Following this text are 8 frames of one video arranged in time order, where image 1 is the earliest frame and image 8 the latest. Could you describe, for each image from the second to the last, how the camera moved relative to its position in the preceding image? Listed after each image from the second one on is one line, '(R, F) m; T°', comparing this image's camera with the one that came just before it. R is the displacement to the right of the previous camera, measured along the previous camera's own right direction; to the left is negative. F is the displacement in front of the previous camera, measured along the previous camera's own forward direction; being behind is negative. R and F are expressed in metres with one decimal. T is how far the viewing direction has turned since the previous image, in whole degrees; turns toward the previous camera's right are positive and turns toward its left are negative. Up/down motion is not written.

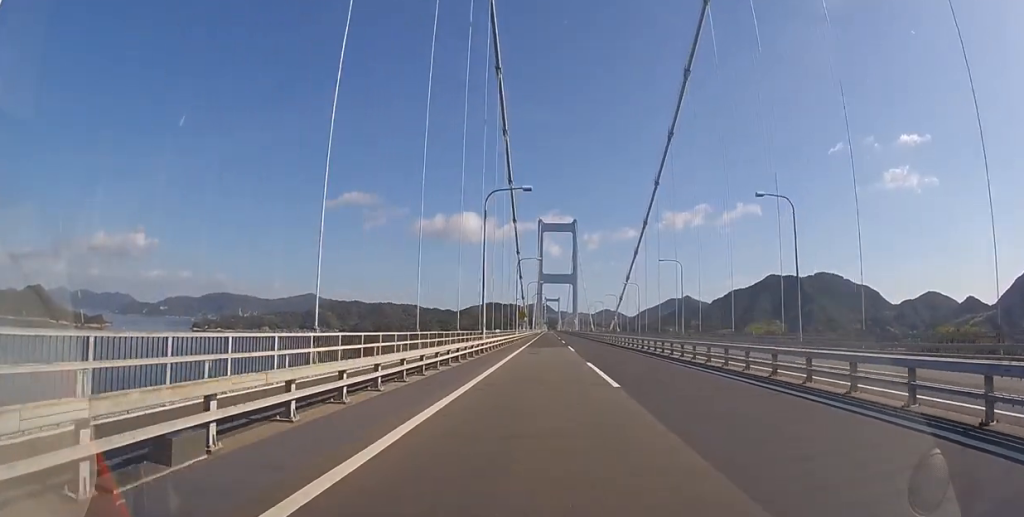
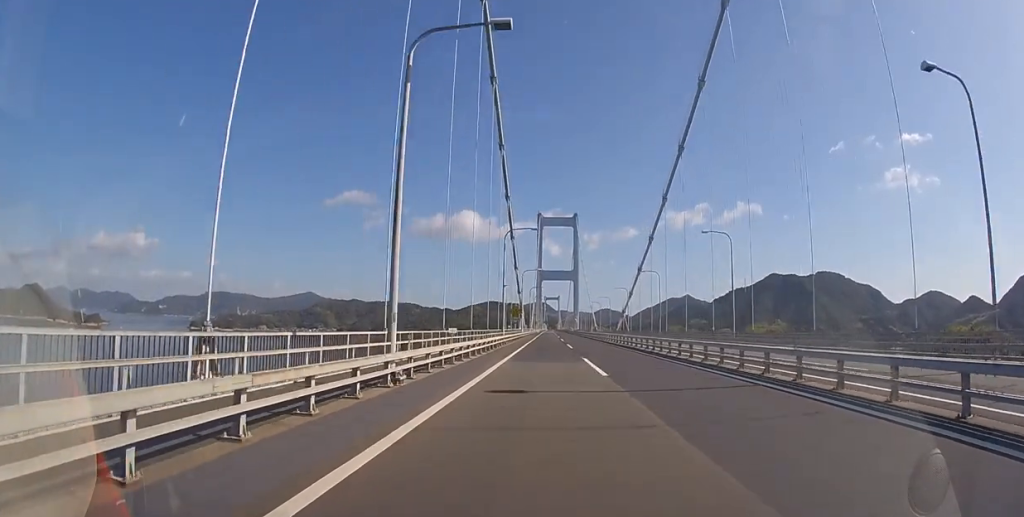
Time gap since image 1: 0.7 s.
(0.0, +17.4) m; 0°
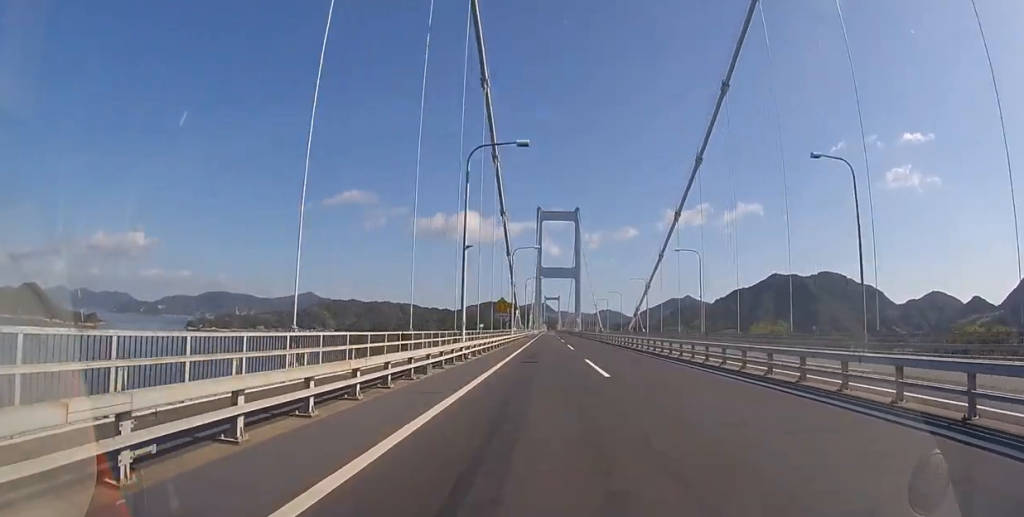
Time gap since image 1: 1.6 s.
(0.0, +19.8) m; 0°
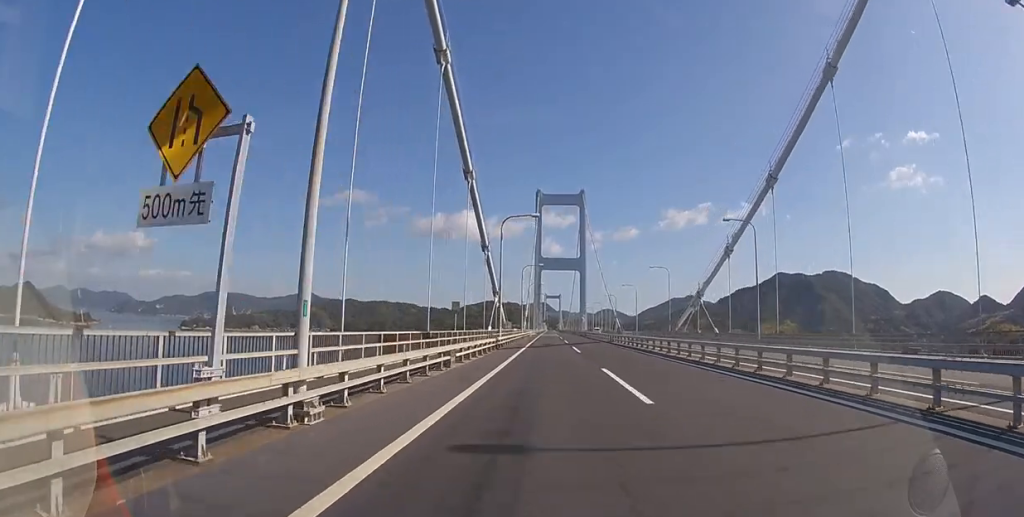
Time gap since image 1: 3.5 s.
(0.0, +45.5) m; 0°
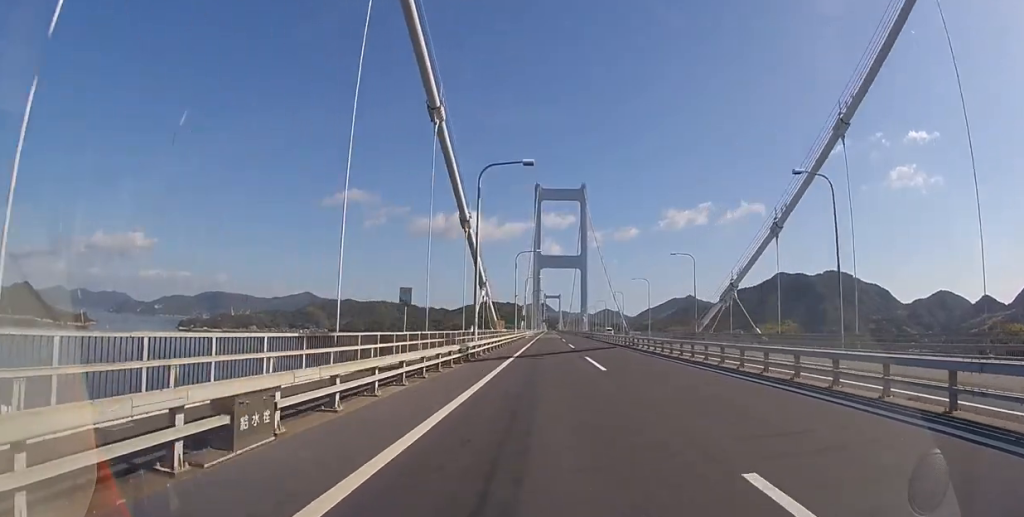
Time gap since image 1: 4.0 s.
(0.0, +12.1) m; 0°
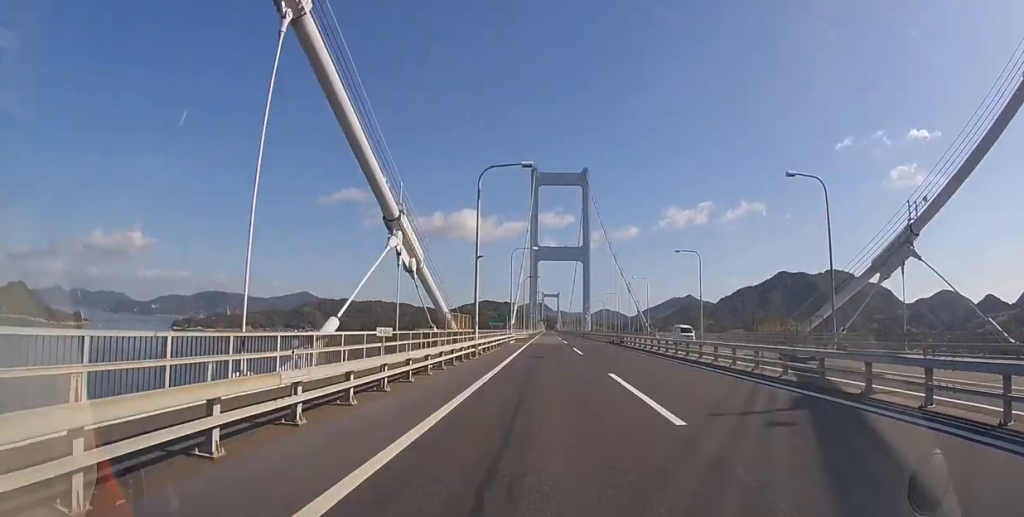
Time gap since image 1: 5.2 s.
(0.0, +29.8) m; 0°
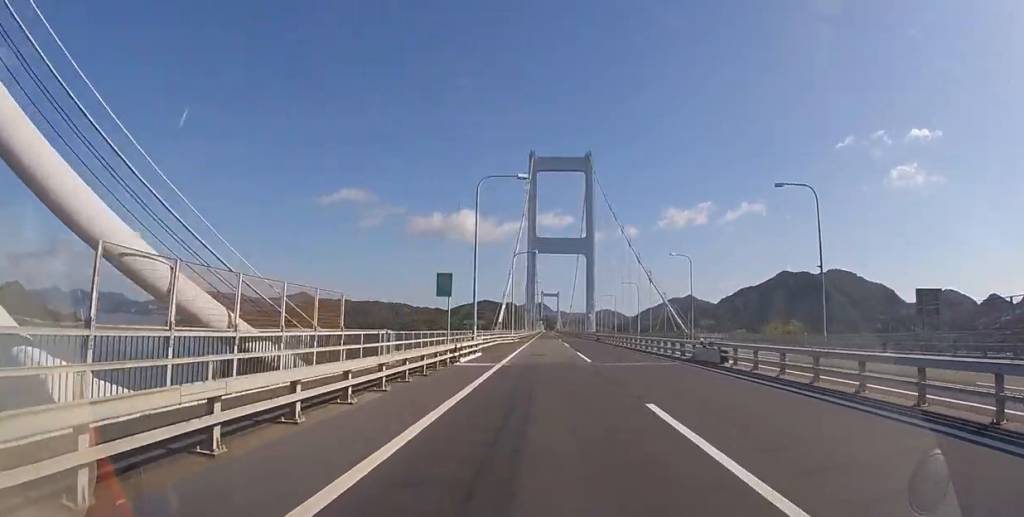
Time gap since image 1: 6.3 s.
(0.0, +25.9) m; 0°
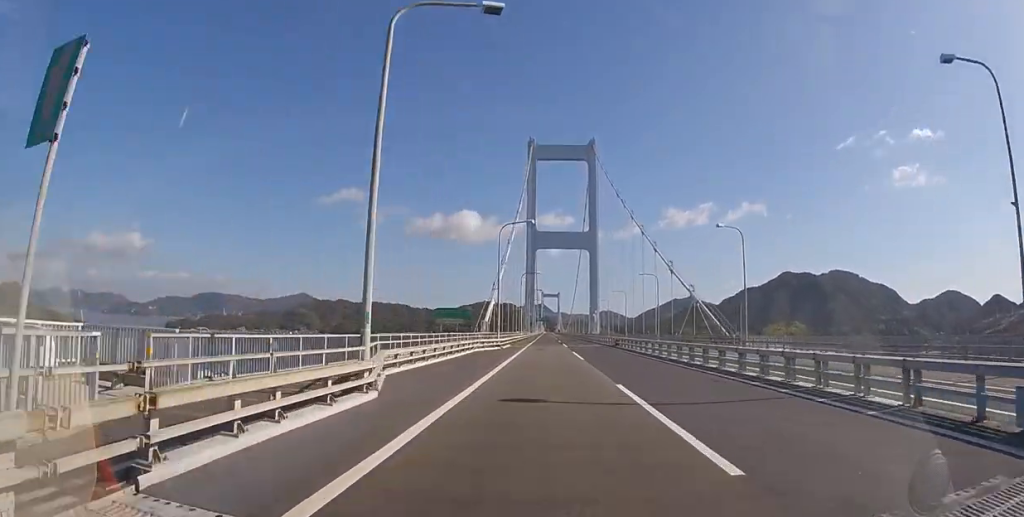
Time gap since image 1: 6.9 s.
(0.0, +16.2) m; 0°
